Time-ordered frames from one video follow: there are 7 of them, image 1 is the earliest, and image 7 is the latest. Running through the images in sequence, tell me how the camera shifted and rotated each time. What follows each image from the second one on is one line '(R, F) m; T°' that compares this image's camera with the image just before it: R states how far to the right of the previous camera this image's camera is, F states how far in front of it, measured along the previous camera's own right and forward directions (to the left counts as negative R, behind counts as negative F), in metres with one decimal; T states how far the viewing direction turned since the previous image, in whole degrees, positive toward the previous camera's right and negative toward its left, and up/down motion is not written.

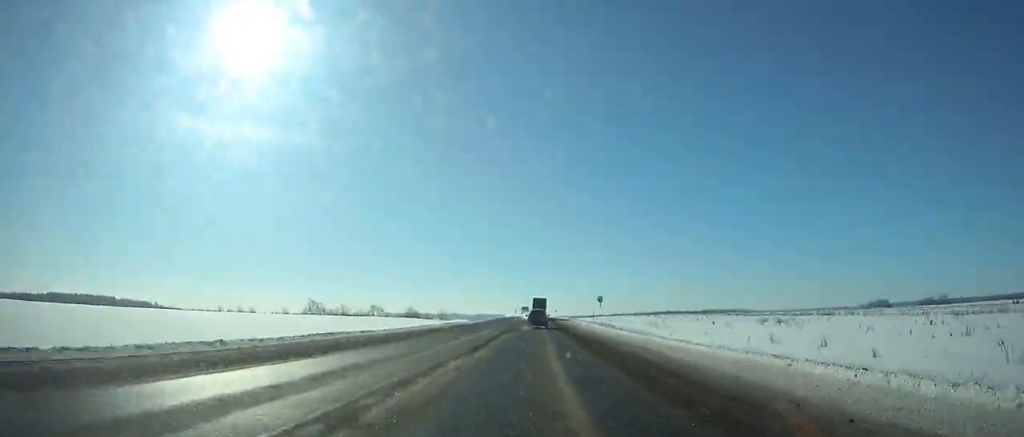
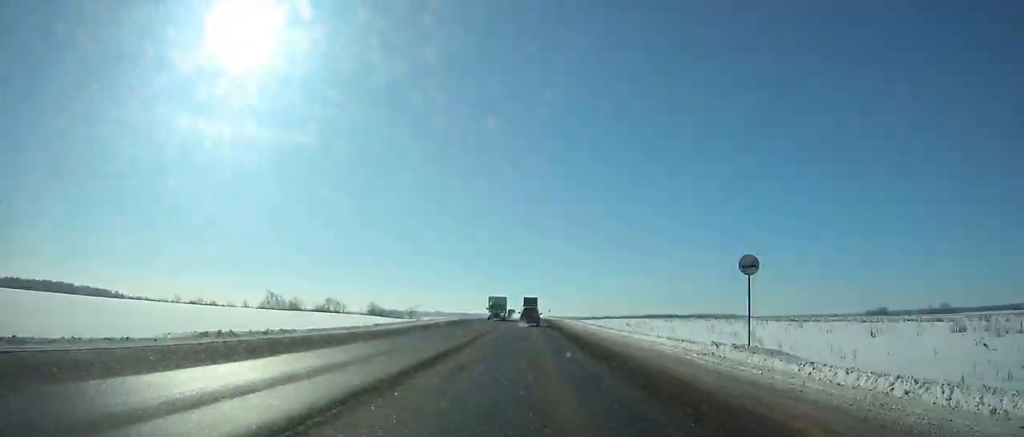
(+0.8, +48.4) m; +1°
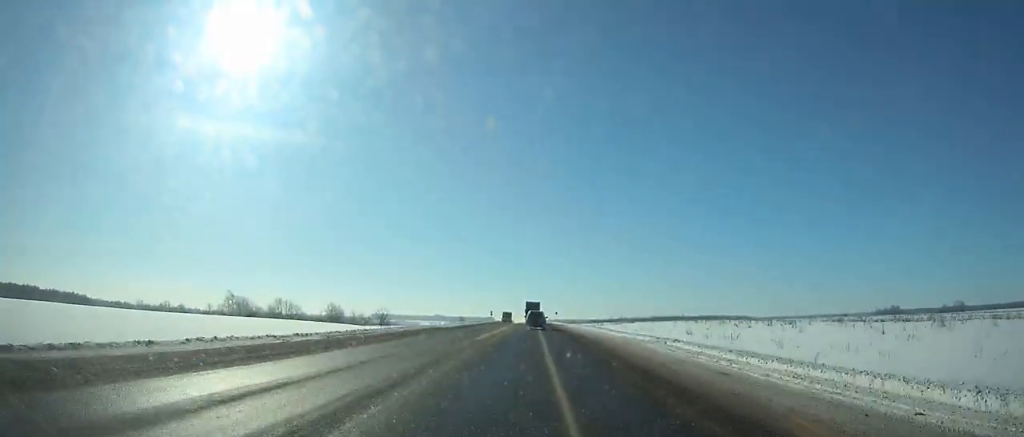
(+0.3, +48.9) m; 0°
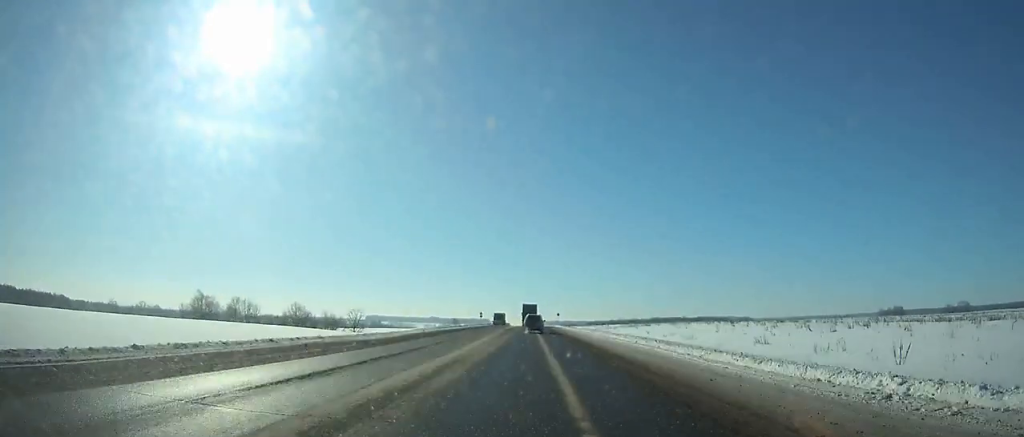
(0.0, +27.0) m; 0°
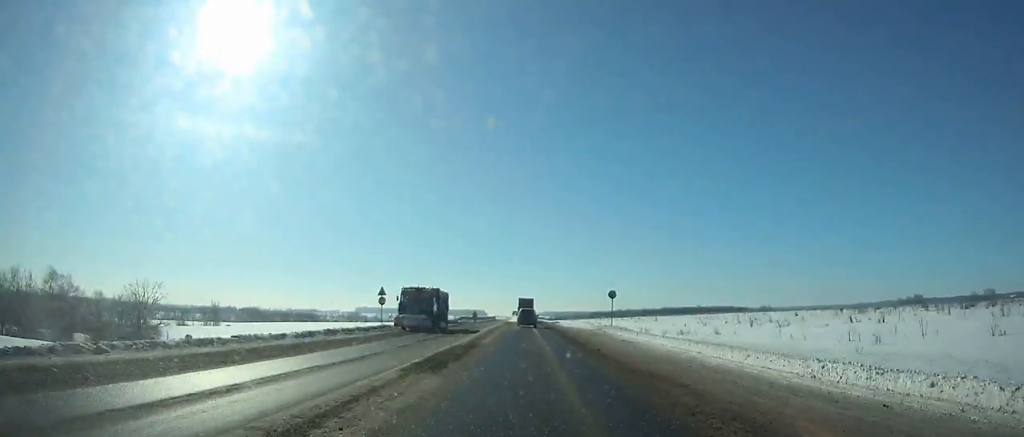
(+0.1, +94.6) m; 0°
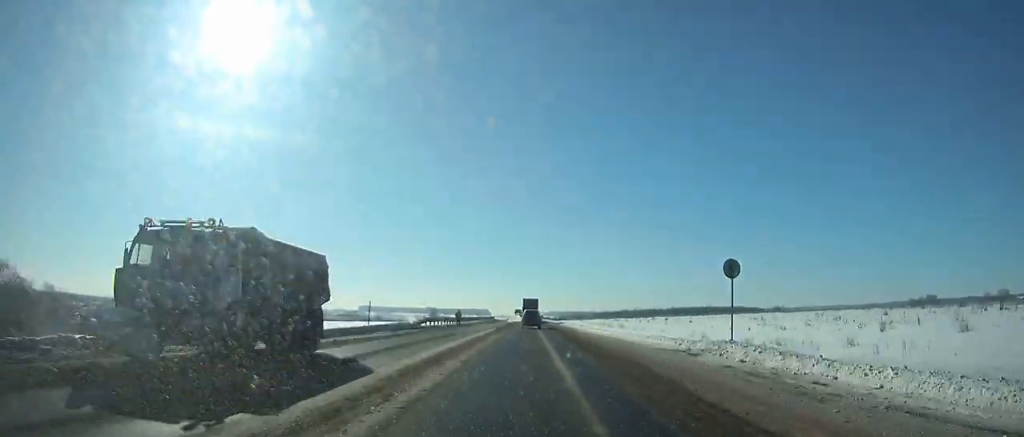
(0.0, +27.1) m; 0°
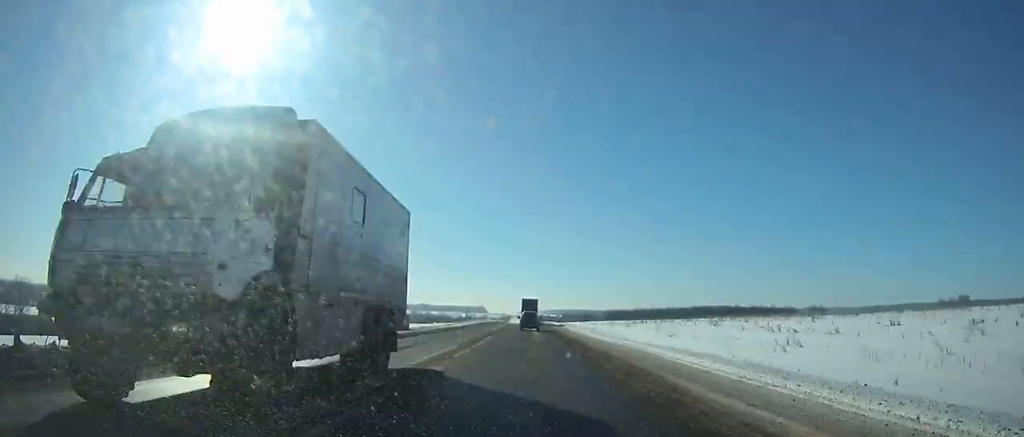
(-0.1, +116.8) m; 0°
